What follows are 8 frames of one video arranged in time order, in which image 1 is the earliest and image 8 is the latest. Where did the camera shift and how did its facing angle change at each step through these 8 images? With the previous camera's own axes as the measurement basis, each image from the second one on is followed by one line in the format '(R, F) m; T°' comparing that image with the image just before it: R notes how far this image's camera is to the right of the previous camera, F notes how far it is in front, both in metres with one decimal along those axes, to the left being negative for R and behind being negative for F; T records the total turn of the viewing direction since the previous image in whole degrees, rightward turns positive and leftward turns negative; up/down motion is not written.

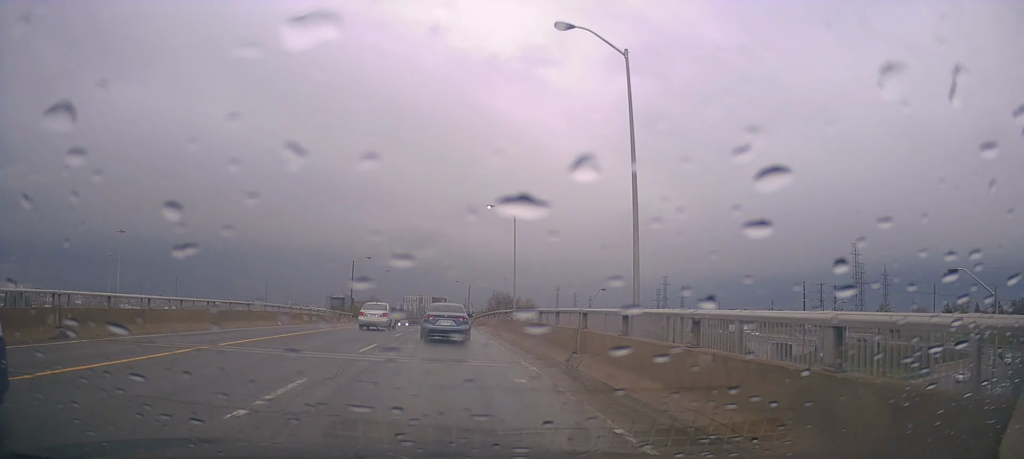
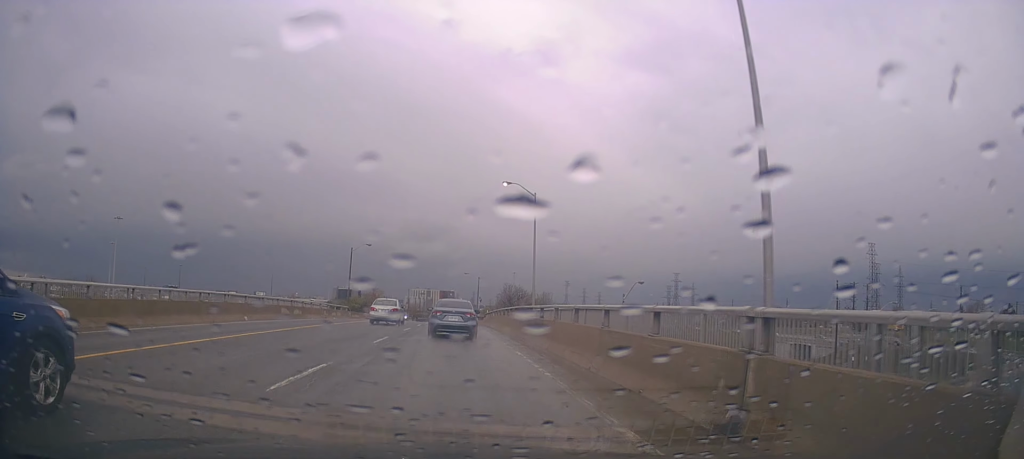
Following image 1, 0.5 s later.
(+0.1, +7.6) m; -1°
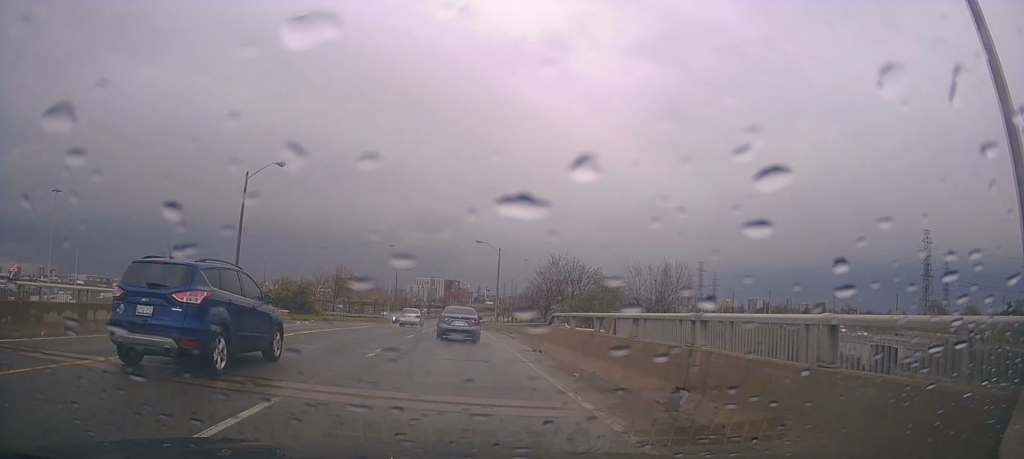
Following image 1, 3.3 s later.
(-1.4, +39.5) m; 0°
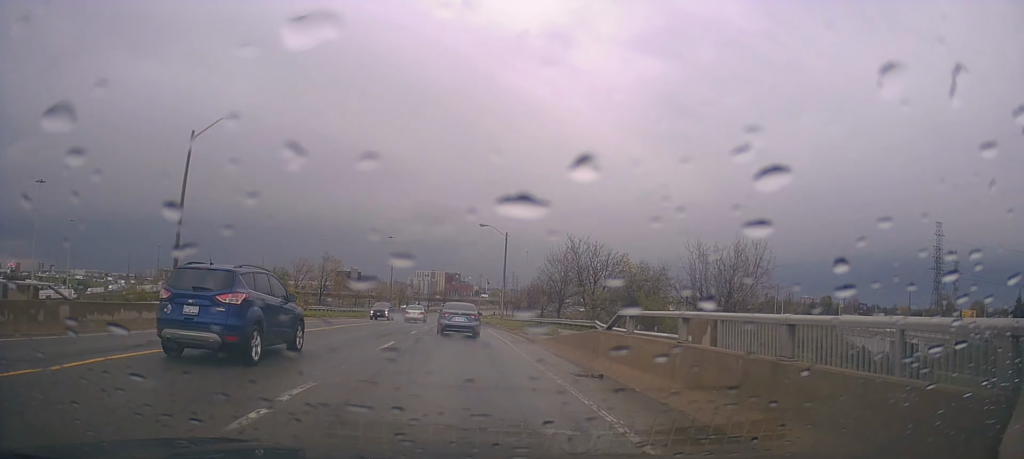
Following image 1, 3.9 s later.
(-0.1, +7.7) m; 0°
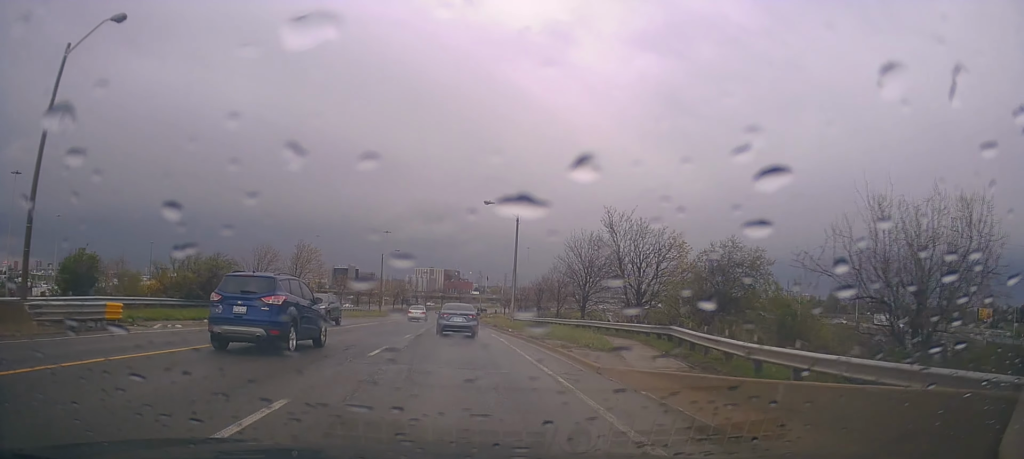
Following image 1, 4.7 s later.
(-0.4, +11.0) m; -2°
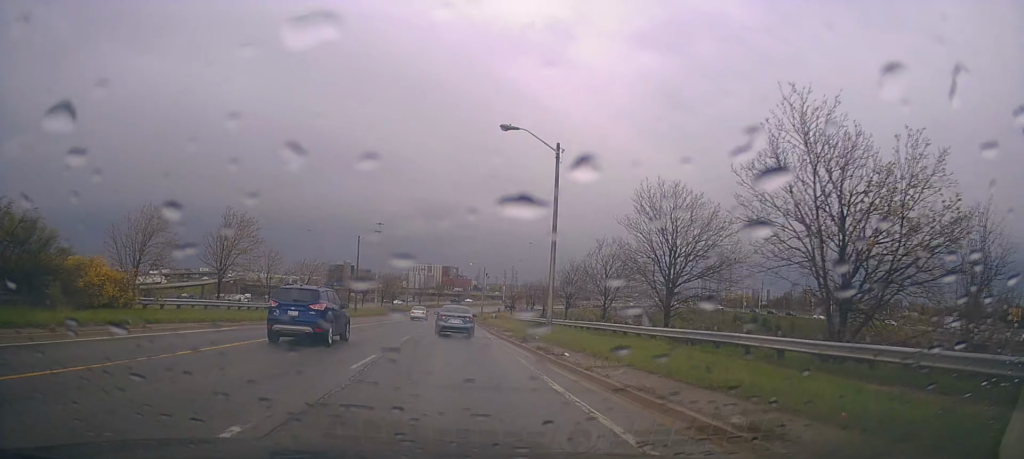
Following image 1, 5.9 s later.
(-0.1, +18.0) m; -1°
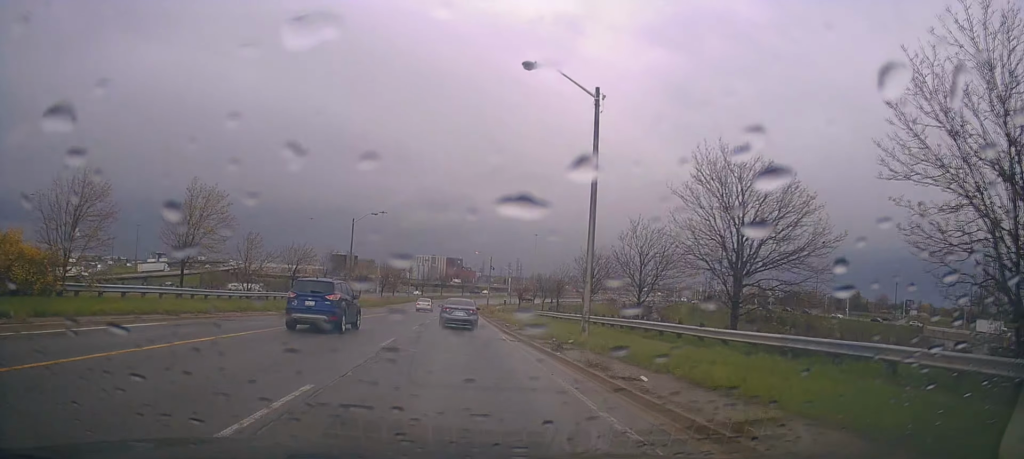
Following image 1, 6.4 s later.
(-0.3, +6.4) m; 0°
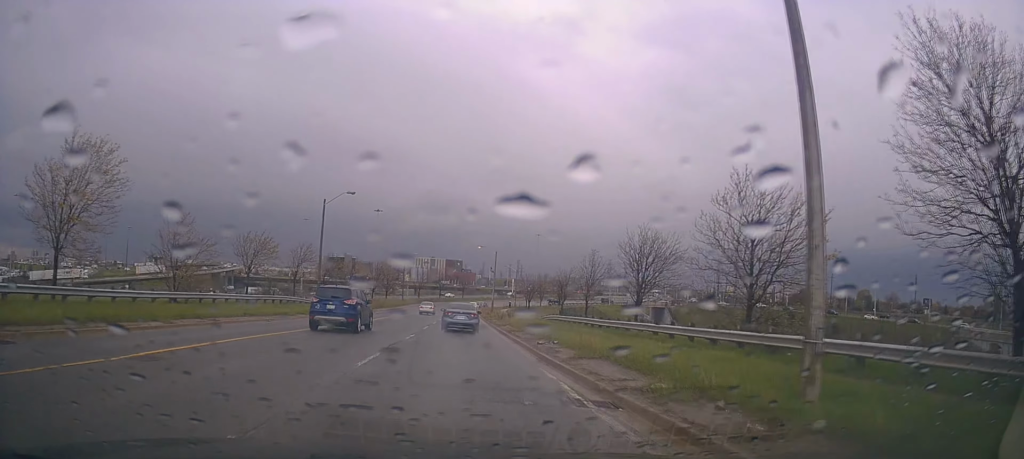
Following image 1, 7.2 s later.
(+0.3, +12.7) m; +2°
